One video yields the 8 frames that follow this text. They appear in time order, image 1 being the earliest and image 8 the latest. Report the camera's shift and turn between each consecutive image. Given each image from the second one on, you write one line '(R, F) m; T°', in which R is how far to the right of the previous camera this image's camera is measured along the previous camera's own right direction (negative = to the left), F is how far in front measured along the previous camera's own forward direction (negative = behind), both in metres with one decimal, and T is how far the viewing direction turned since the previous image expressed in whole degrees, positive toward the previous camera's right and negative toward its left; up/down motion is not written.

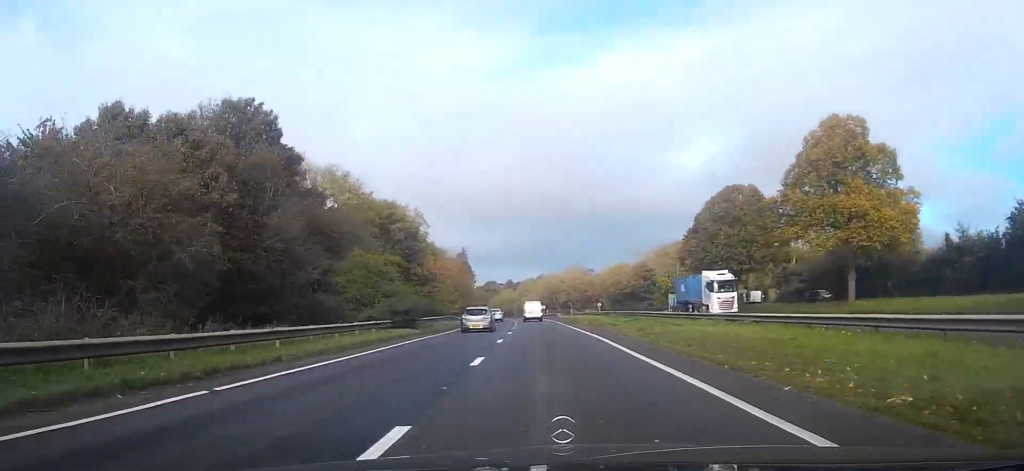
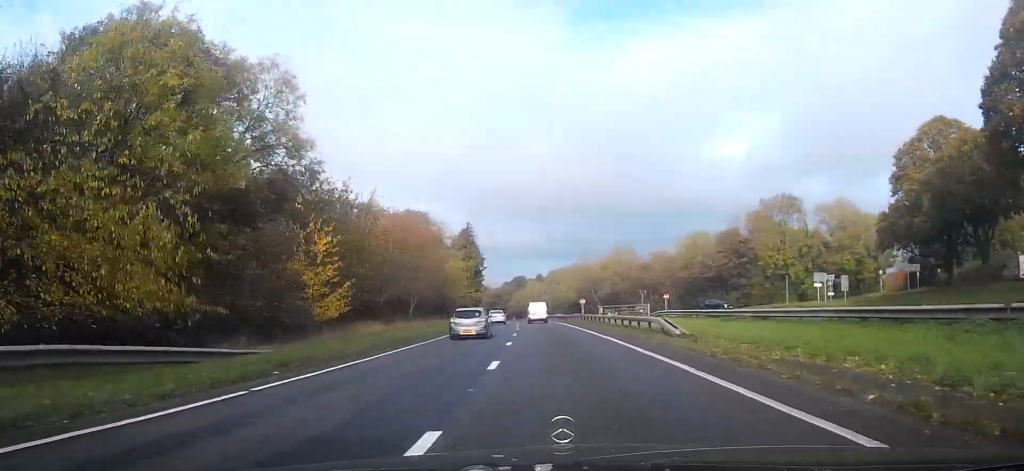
(-1.4, +53.4) m; -3°
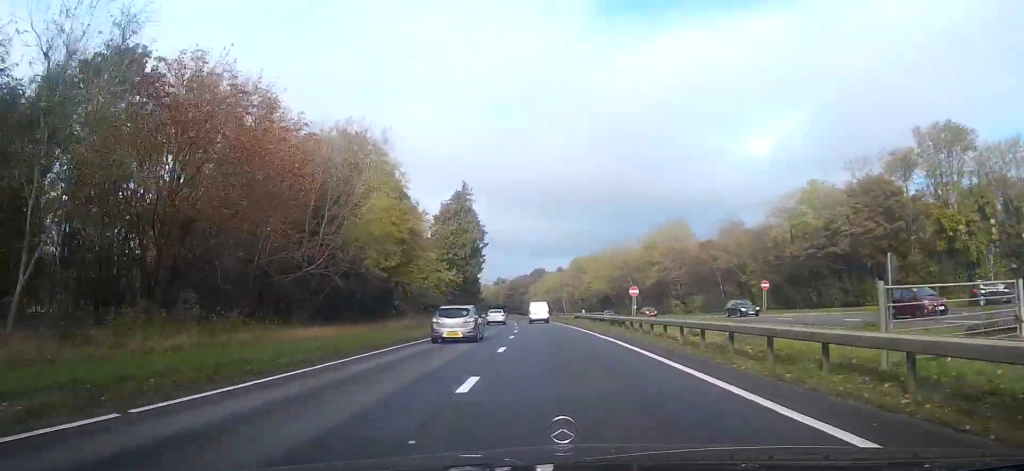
(-0.6, +39.3) m; -1°
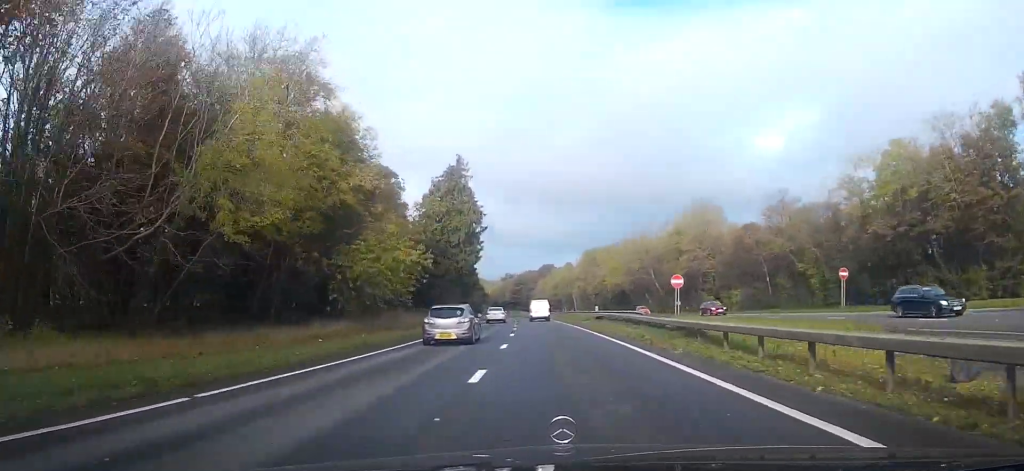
(0.0, +16.3) m; 0°
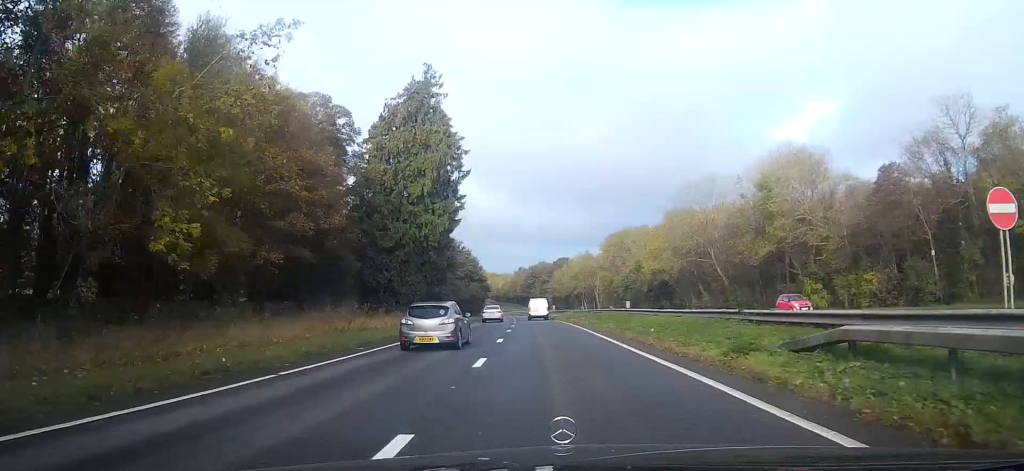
(-0.1, +32.4) m; -2°
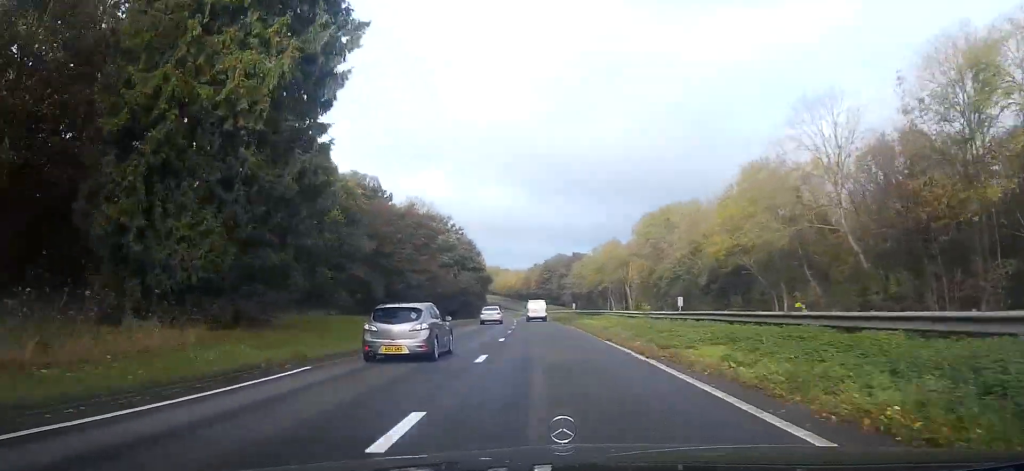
(-1.2, +33.5) m; -3°
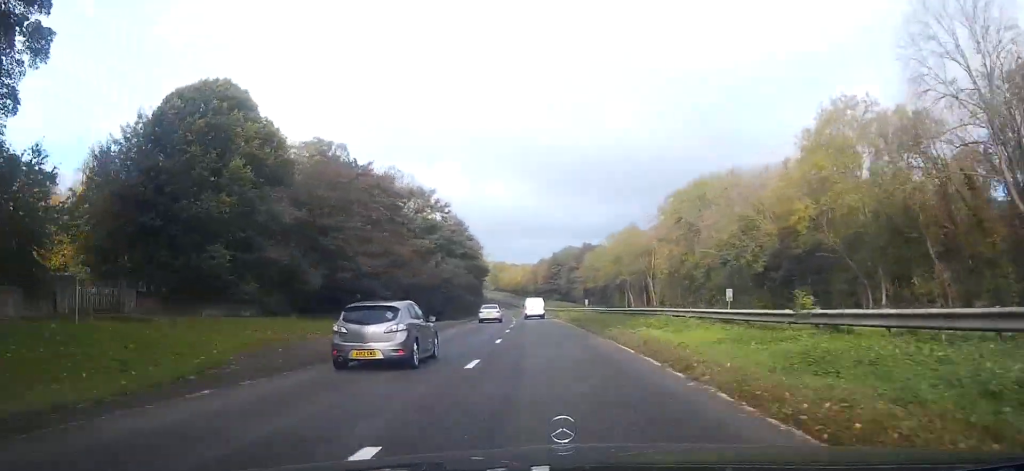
(-0.1, +19.5) m; -1°
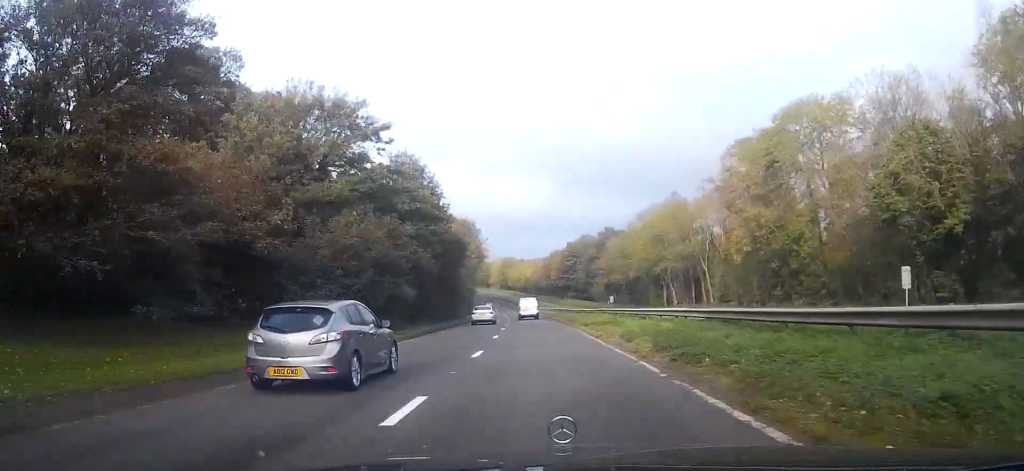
(-0.5, +32.6) m; -1°
